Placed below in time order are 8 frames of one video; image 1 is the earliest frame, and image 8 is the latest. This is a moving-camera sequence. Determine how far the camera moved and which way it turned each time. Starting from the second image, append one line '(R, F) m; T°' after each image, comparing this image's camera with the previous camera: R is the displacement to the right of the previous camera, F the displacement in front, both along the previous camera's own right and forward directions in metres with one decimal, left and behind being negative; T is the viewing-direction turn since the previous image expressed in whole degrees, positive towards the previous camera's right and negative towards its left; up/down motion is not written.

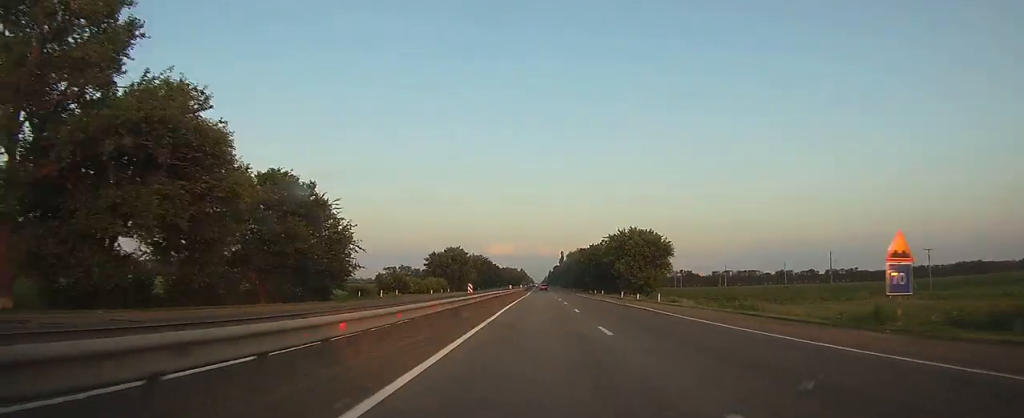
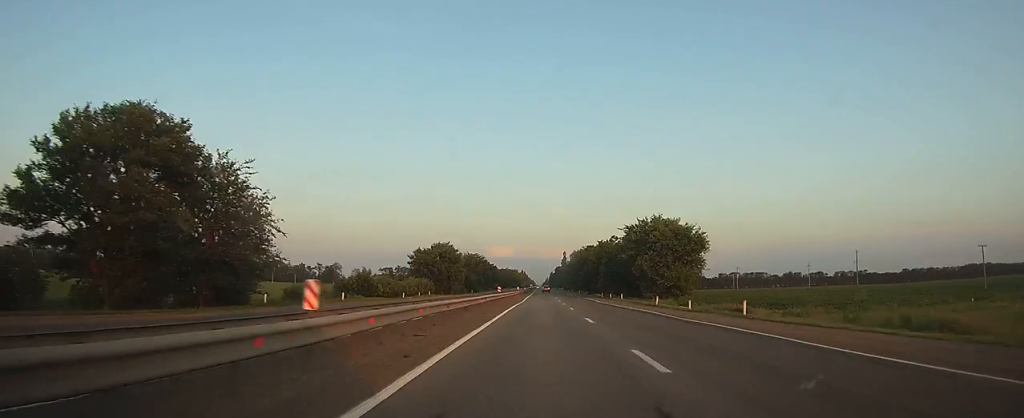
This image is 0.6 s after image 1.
(0.0, +18.4) m; 0°
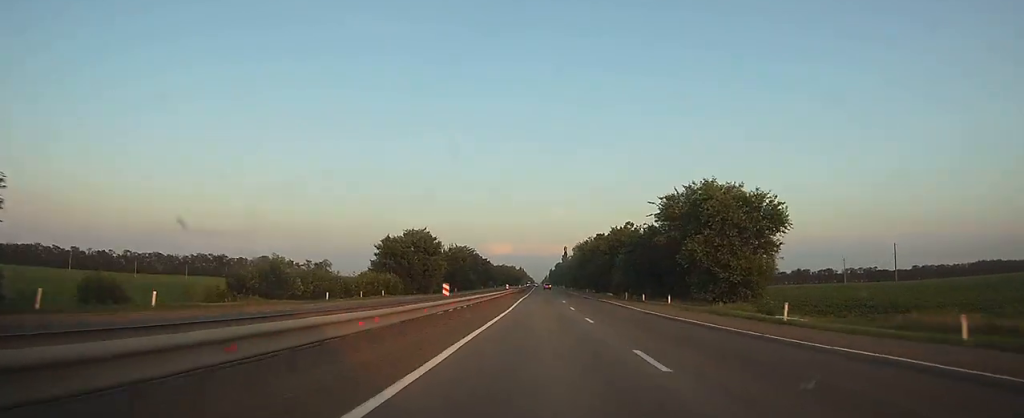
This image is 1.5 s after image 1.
(0.0, +24.4) m; 0°
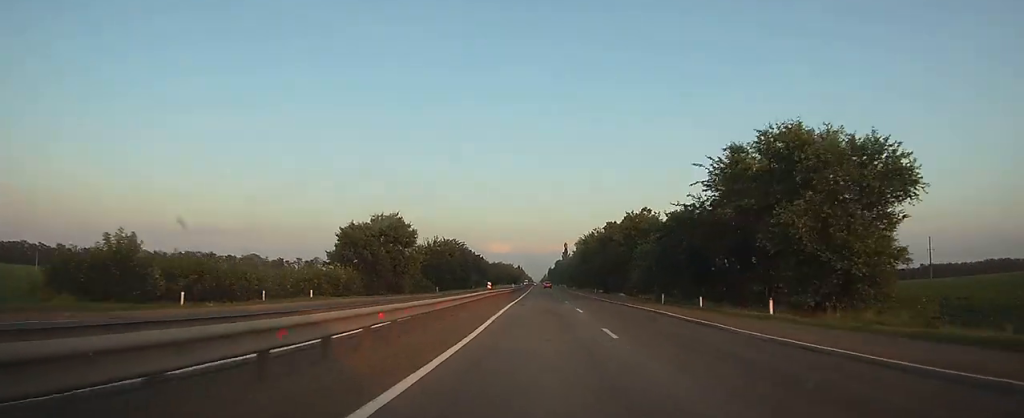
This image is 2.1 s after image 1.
(0.0, +18.6) m; 0°
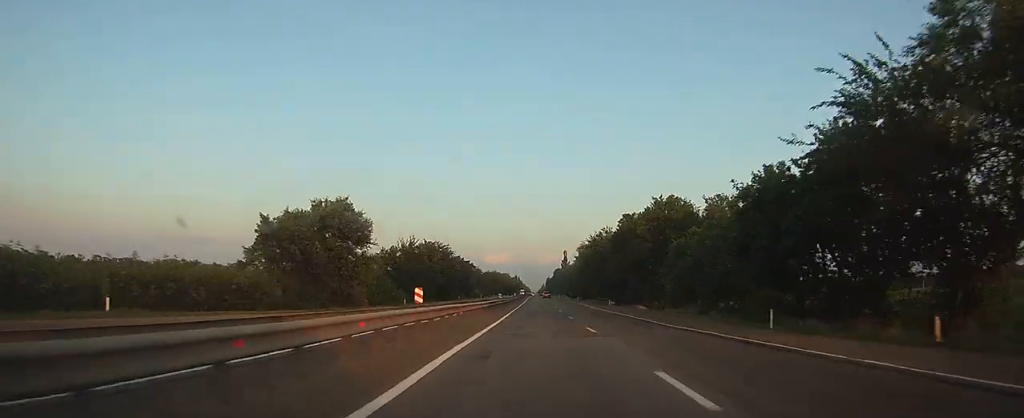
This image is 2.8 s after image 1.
(+0.1, +20.6) m; 0°
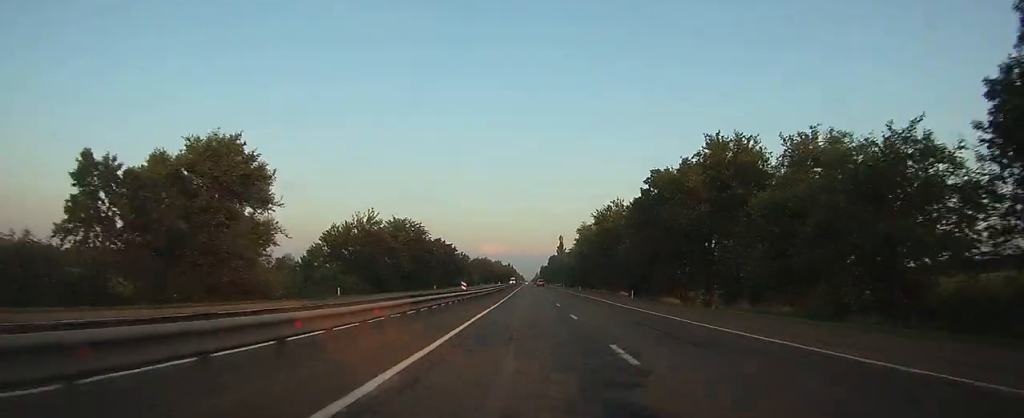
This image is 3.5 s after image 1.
(0.0, +21.7) m; 0°
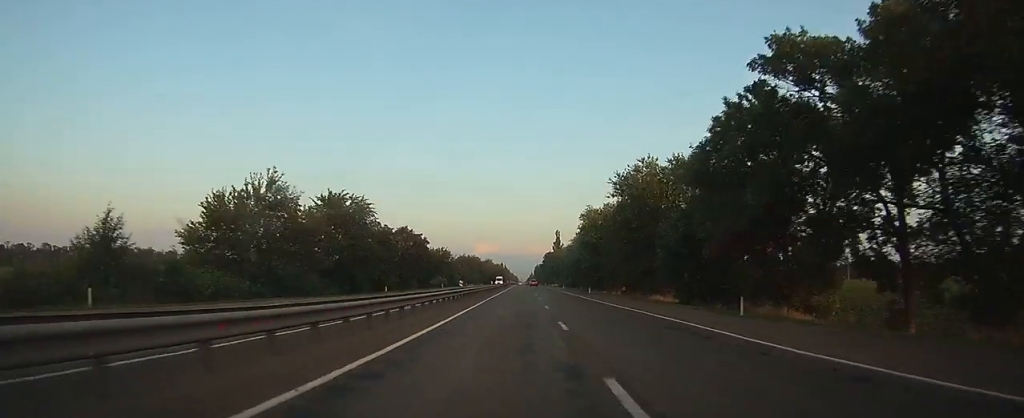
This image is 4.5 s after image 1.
(+0.1, +28.8) m; +1°
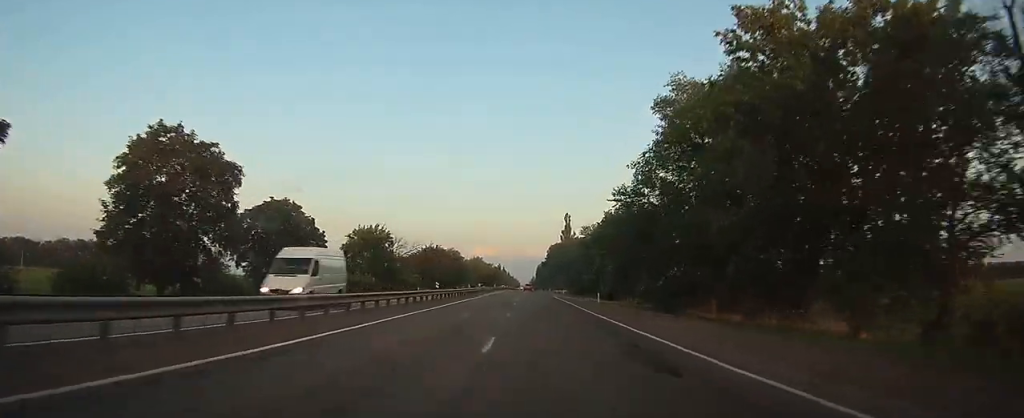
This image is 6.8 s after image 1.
(+0.4, +69.7) m; 0°
